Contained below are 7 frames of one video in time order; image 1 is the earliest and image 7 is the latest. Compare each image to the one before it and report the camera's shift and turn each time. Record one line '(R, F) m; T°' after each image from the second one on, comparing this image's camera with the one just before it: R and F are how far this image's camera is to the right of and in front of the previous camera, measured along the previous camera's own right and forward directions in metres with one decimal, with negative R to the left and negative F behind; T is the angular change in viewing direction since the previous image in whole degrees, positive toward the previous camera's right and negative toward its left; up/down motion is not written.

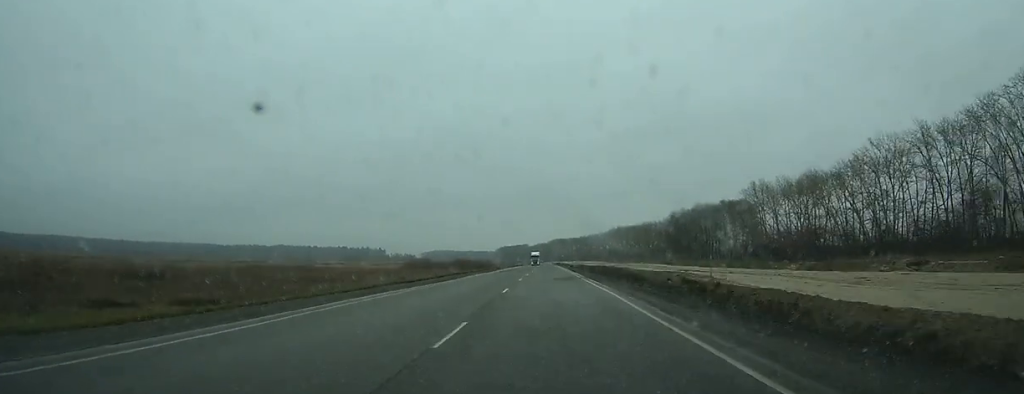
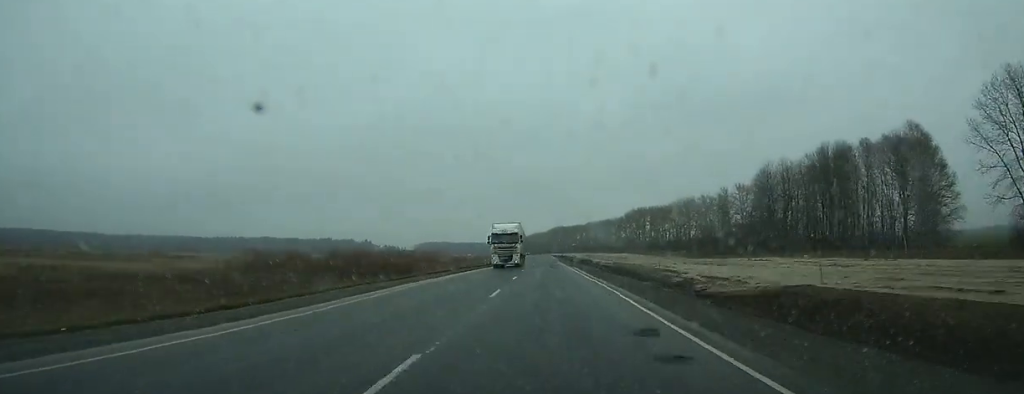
(0.0, +87.9) m; 0°
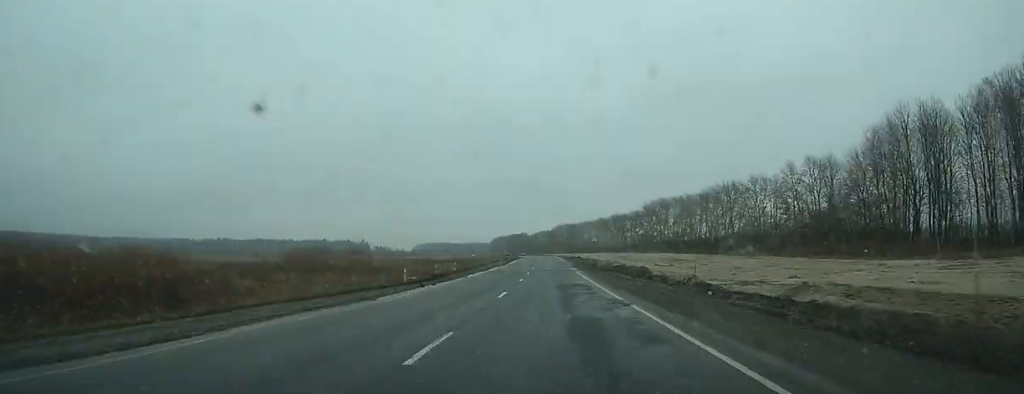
(+0.1, +44.0) m; 0°
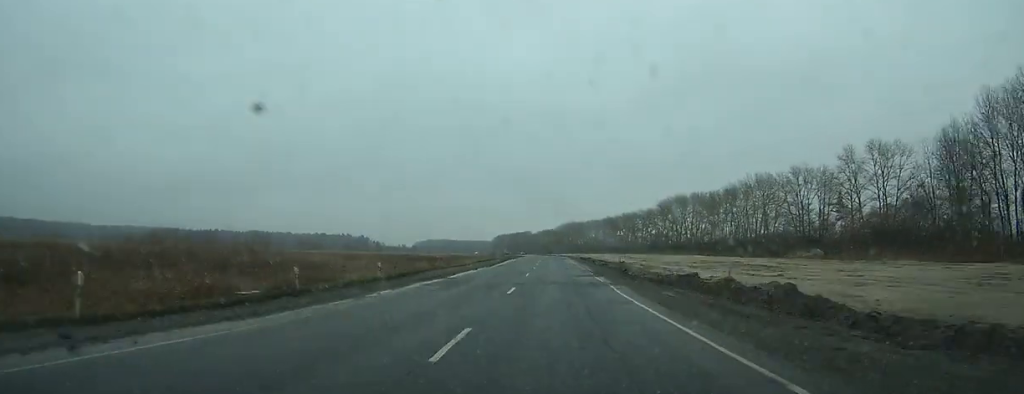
(-0.1, +23.0) m; 0°
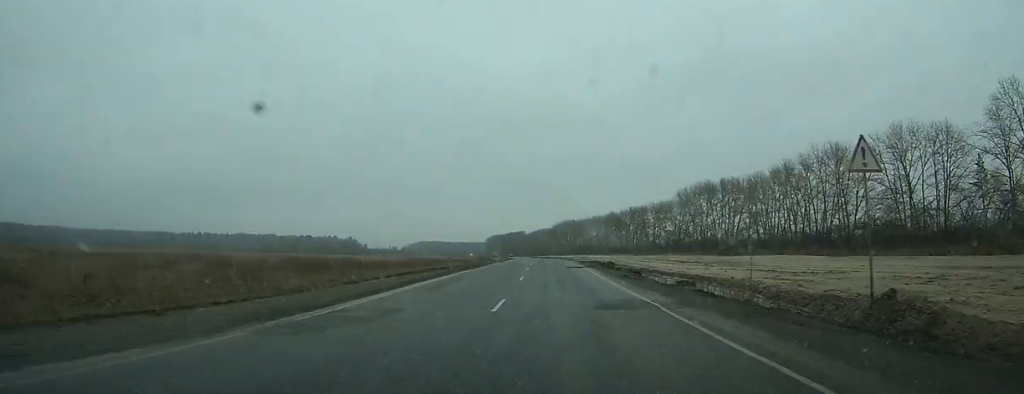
(-0.1, +42.9) m; 0°
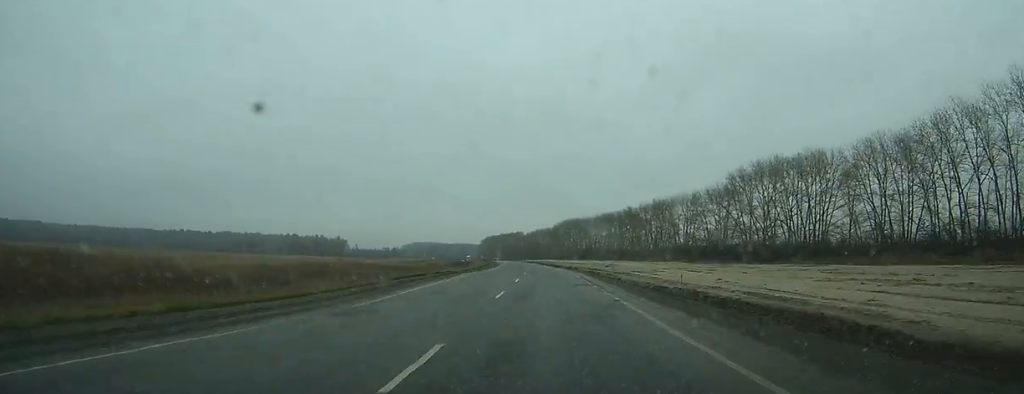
(-0.2, +58.1) m; 0°
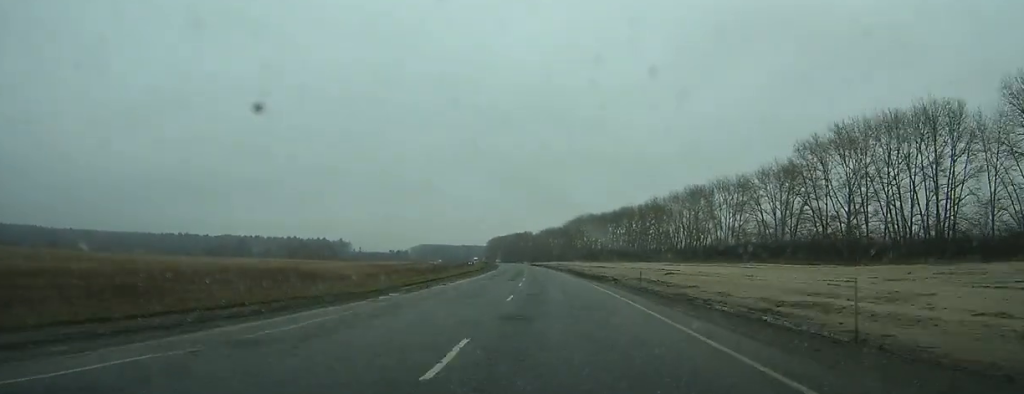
(-0.1, +35.9) m; 0°
